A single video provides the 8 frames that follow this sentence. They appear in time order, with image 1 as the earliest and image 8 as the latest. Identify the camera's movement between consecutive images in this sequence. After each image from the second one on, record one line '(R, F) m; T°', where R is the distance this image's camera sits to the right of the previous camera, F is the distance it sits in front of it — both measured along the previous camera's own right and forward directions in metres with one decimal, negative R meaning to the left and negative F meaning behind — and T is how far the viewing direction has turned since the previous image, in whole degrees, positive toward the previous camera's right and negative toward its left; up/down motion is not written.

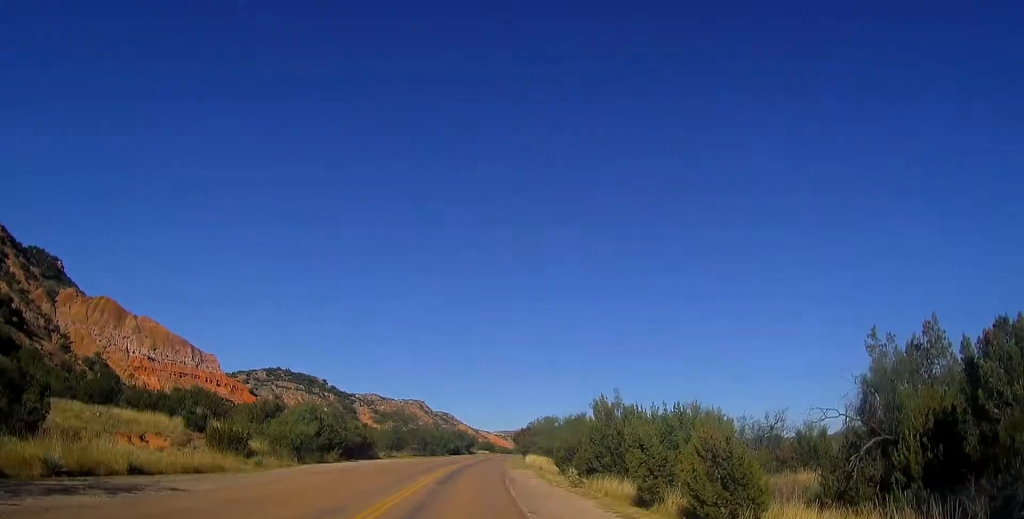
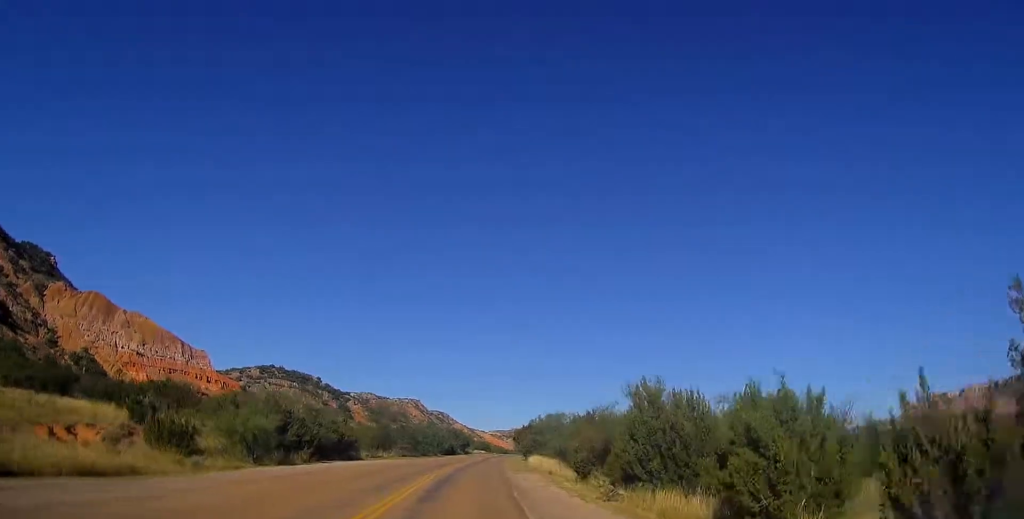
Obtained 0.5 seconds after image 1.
(-0.1, +6.9) m; +1°
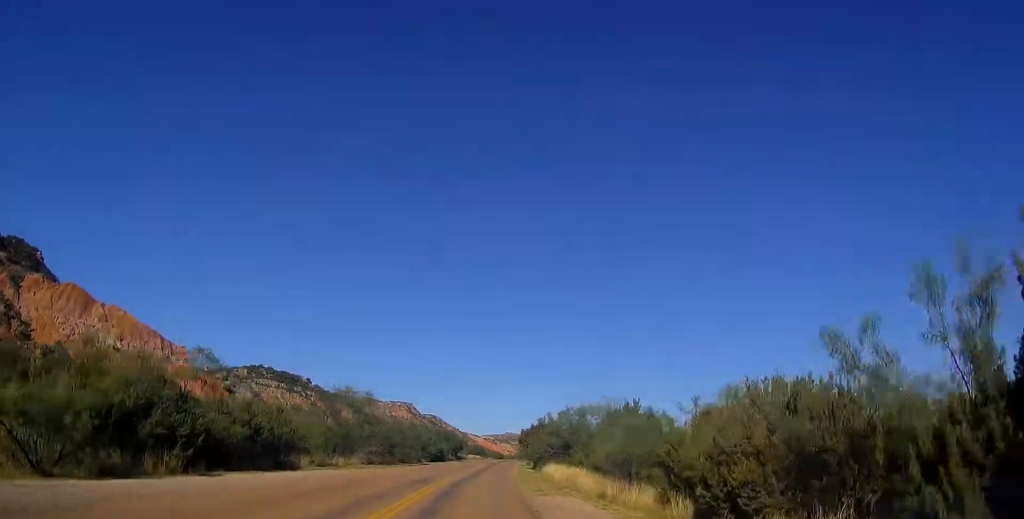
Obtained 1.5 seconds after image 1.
(+0.4, +15.7) m; +1°
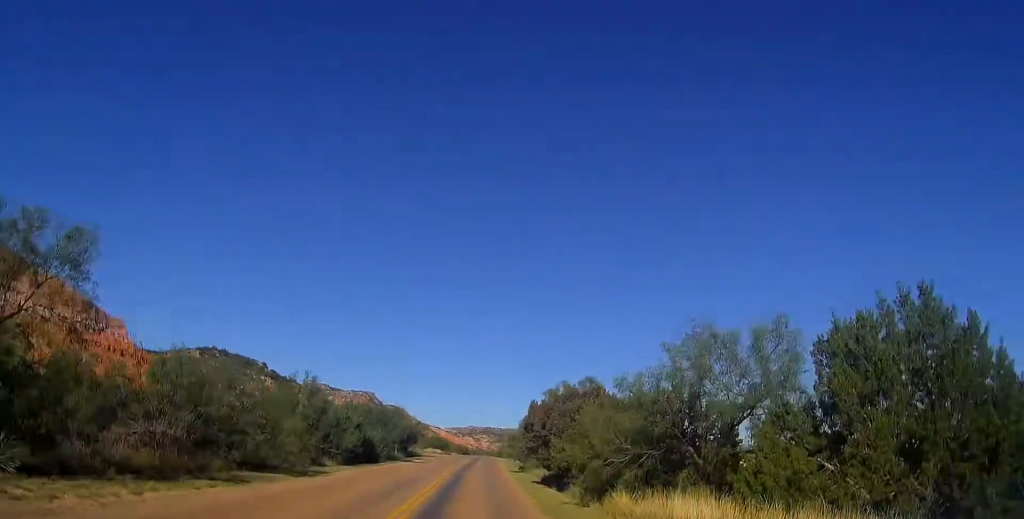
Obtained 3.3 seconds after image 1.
(+0.2, +28.7) m; +2°
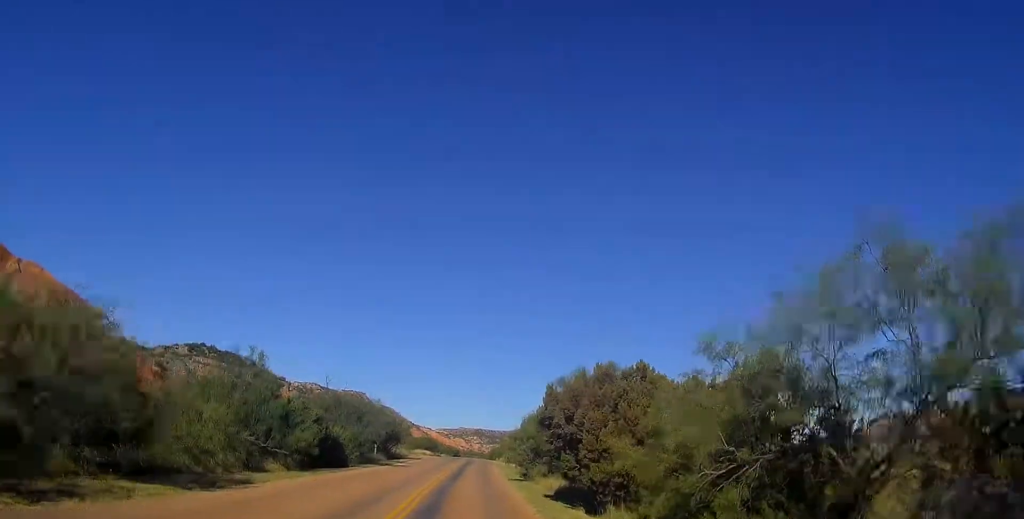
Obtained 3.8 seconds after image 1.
(+0.1, +7.5) m; +1°
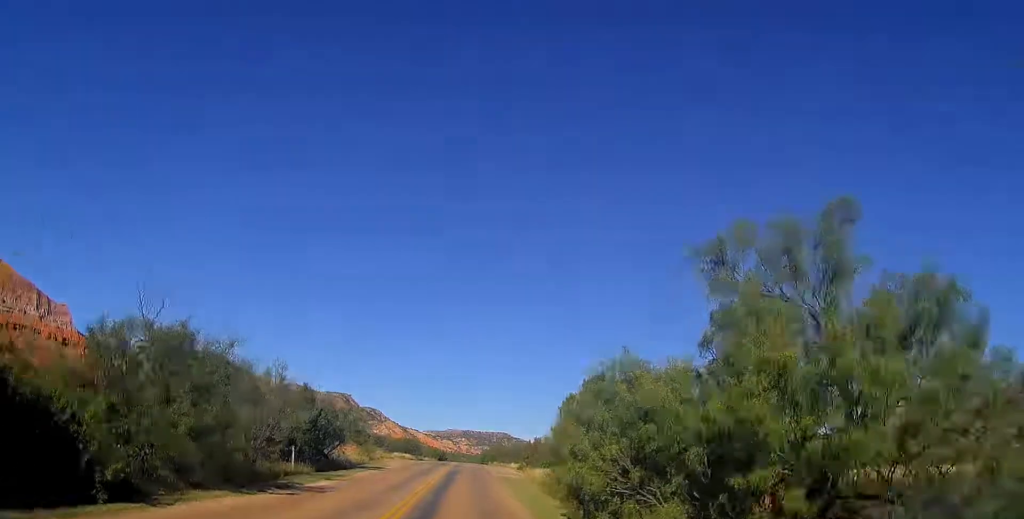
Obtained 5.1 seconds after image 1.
(+0.6, +20.5) m; +2°
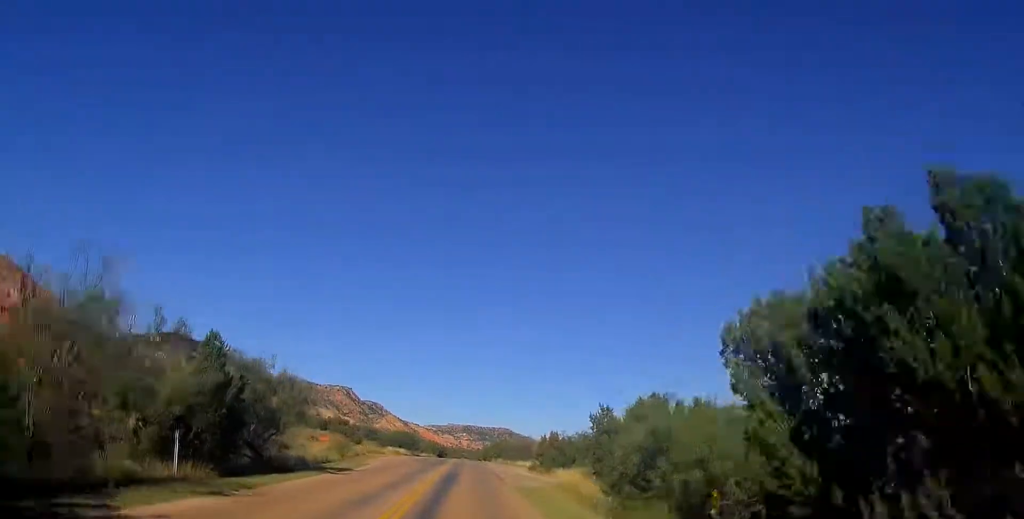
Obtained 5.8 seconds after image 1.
(0.0, +11.9) m; 0°
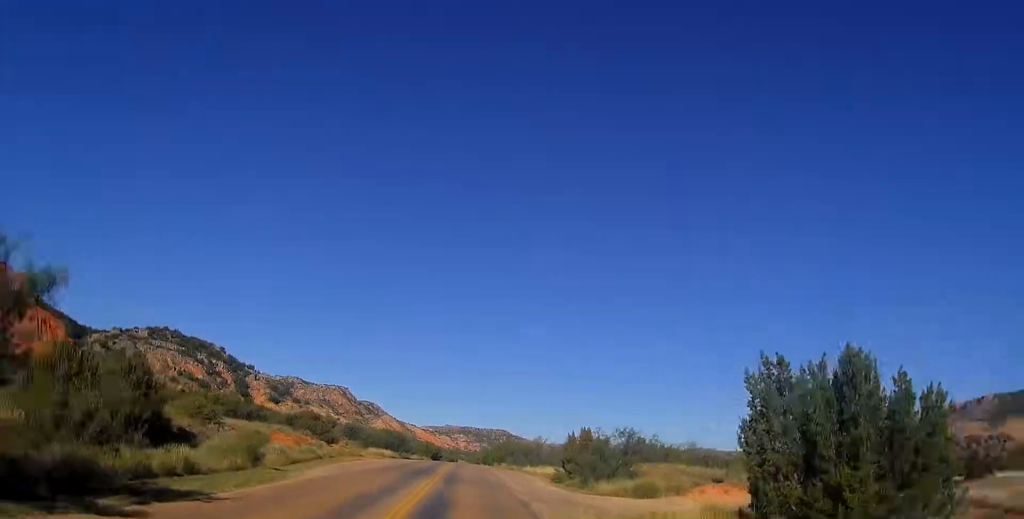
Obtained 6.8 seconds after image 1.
(-0.2, +16.1) m; 0°
